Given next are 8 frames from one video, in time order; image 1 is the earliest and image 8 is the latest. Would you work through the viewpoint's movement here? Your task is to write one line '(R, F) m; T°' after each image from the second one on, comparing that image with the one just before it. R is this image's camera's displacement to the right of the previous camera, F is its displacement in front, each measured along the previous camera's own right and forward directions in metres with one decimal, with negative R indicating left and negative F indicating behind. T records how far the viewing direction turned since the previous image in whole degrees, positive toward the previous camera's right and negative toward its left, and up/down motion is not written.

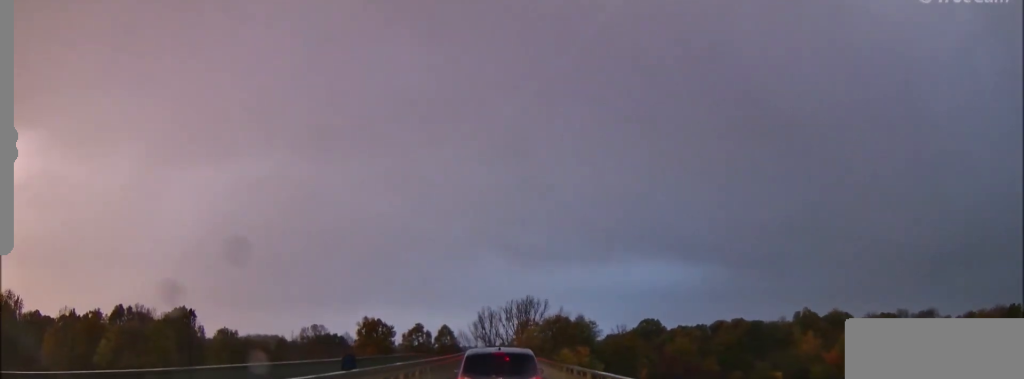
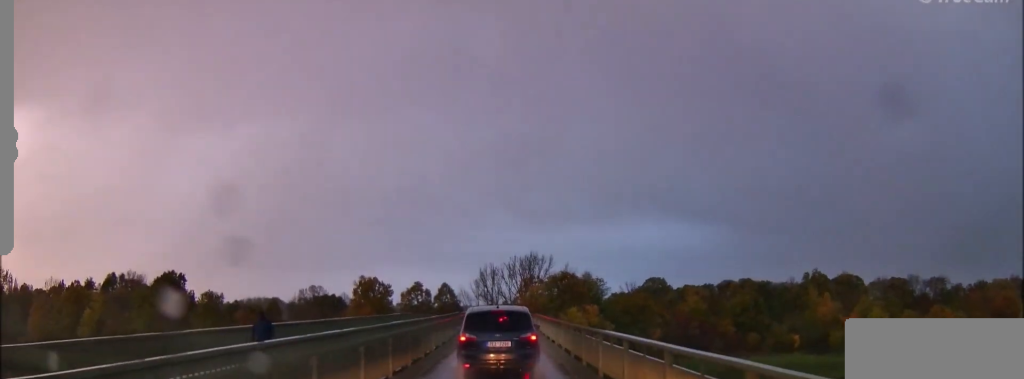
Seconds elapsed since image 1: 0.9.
(+0.2, +7.0) m; -2°
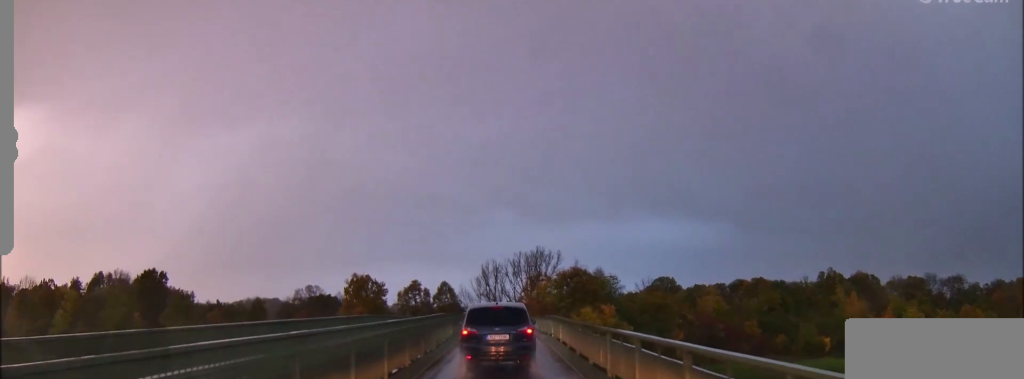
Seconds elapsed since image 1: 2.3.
(-0.7, +13.2) m; -2°
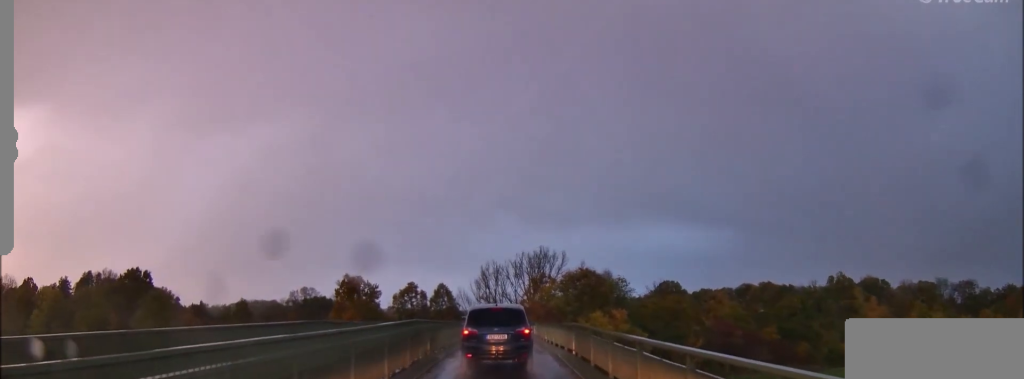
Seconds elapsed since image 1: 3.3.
(+0.2, +10.3) m; +2°
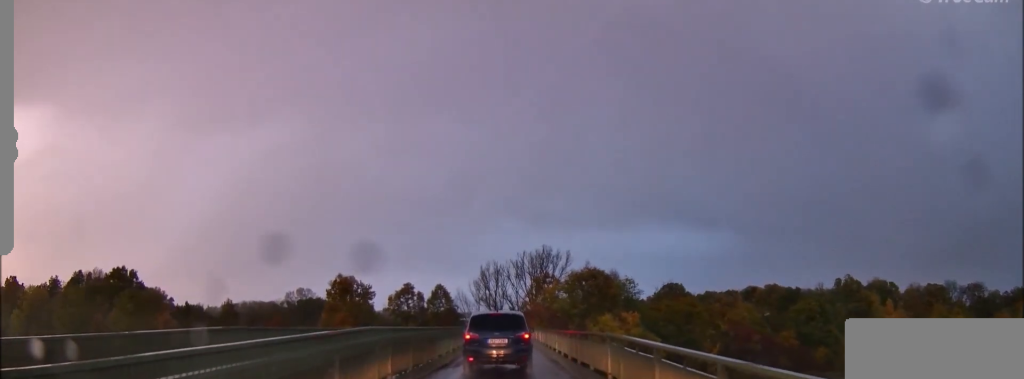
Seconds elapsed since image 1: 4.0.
(+0.1, +7.9) m; +1°
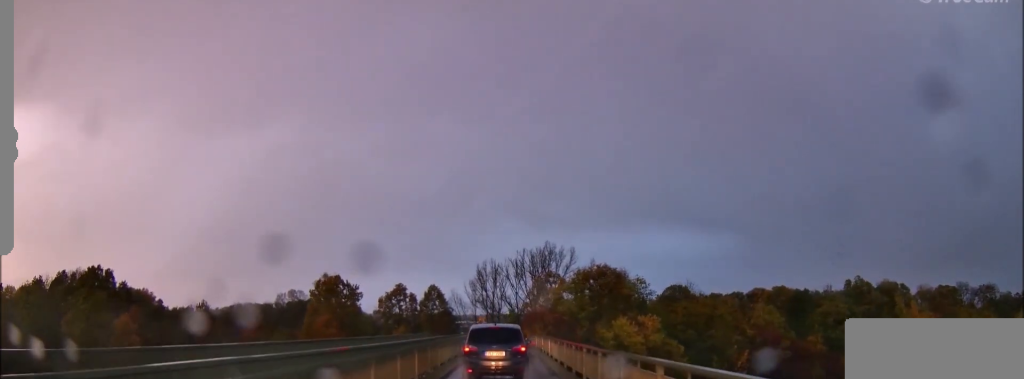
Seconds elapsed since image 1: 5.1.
(-0.1, +10.9) m; -1°
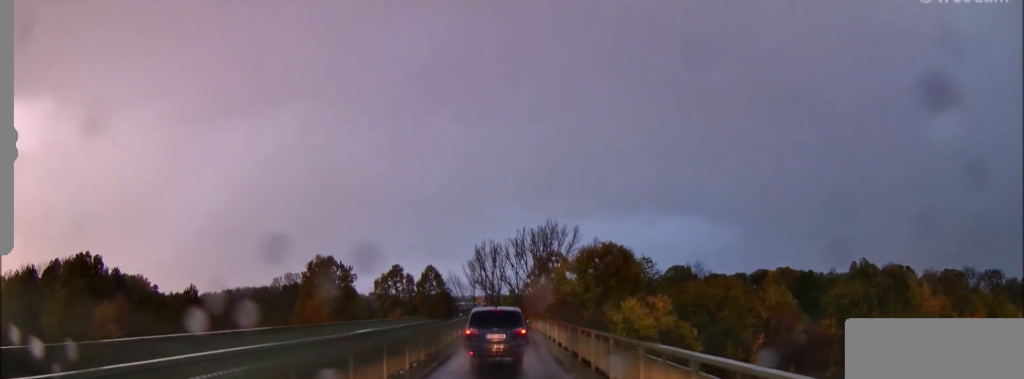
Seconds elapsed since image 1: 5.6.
(0.0, +4.8) m; -1°
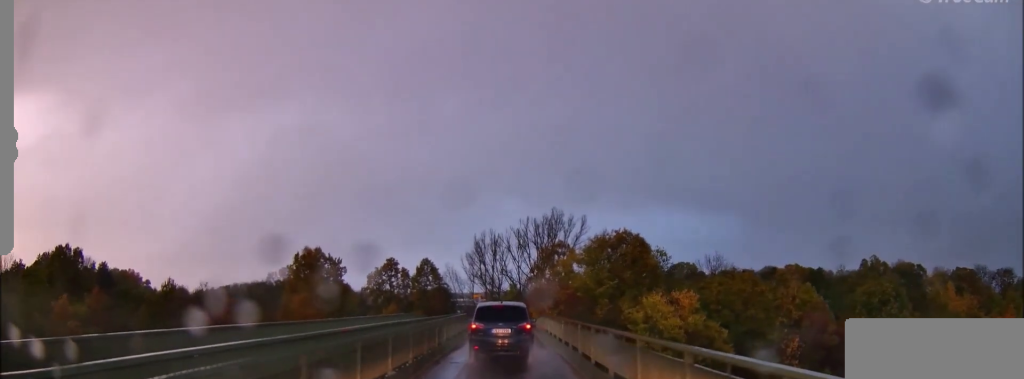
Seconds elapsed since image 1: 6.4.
(-0.2, +8.6) m; -1°
